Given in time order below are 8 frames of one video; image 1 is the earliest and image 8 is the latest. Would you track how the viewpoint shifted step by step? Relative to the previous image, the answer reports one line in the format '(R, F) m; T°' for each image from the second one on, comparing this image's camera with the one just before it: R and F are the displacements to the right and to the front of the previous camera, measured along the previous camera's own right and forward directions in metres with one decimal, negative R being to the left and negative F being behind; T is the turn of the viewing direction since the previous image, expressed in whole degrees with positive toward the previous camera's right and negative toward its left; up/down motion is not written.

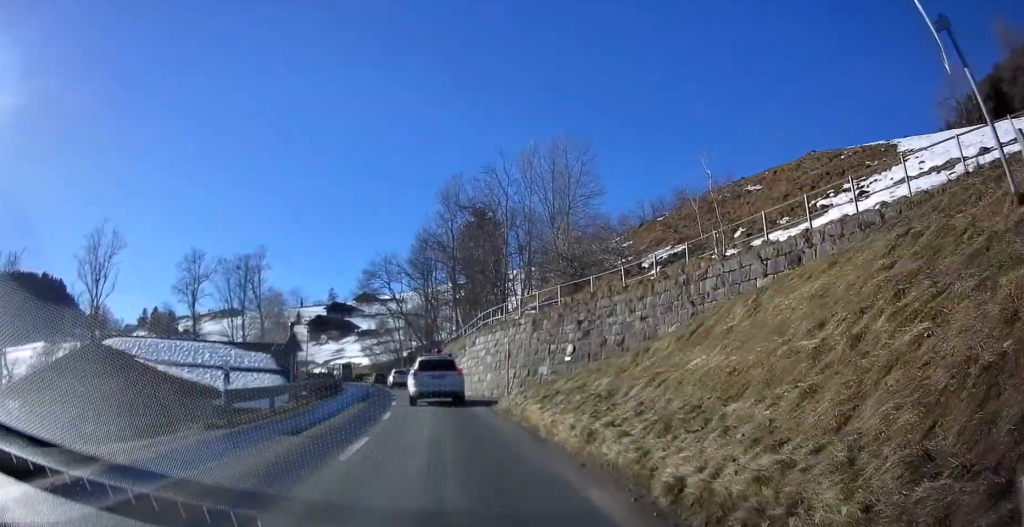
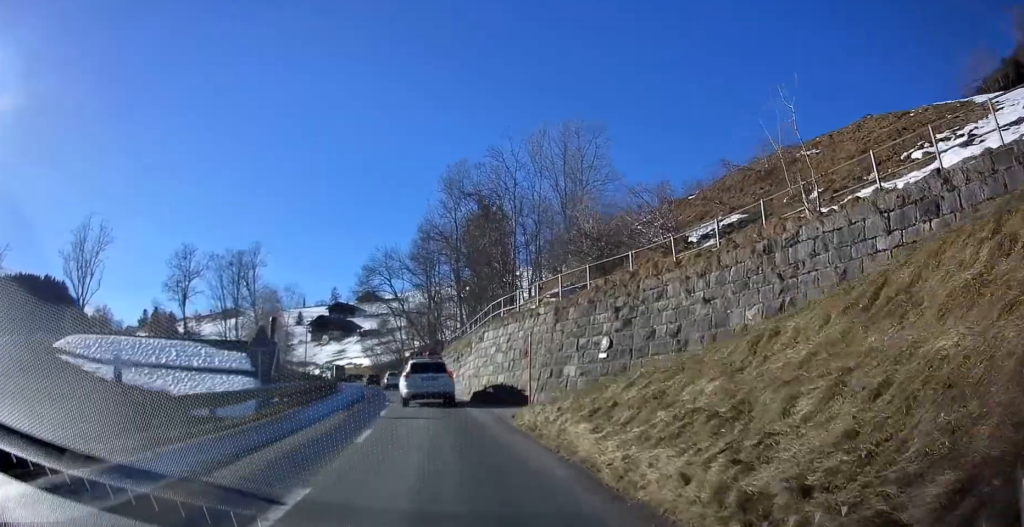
(-0.1, +4.7) m; -2°
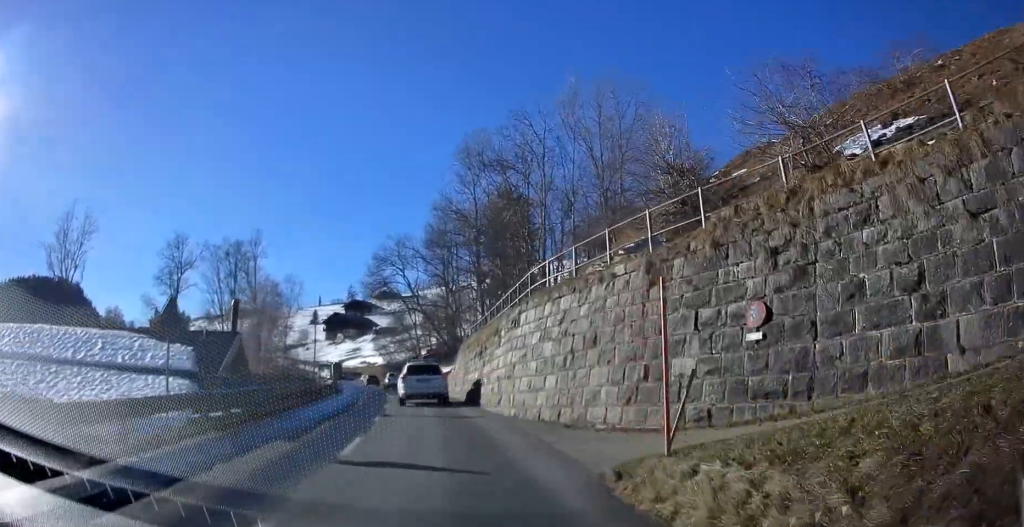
(-0.1, +7.8) m; 0°
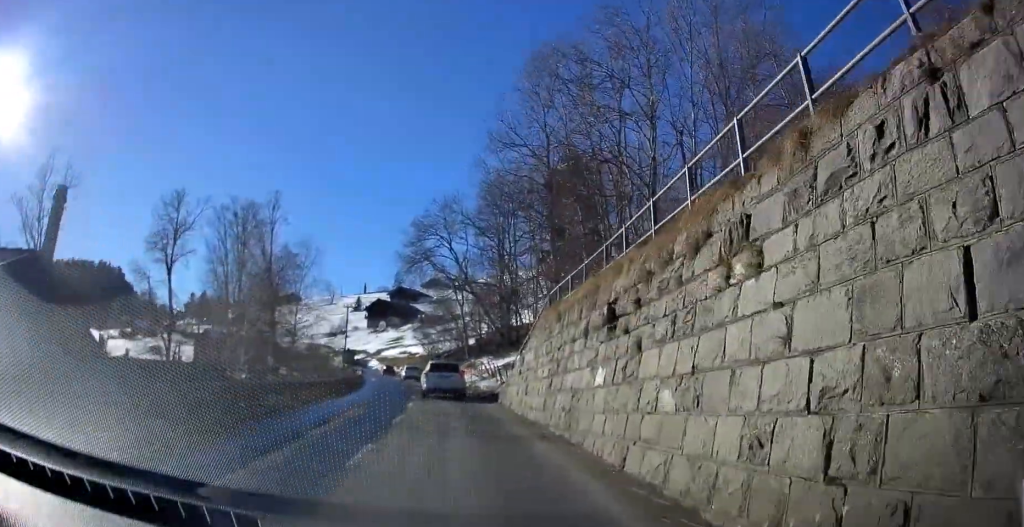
(-0.3, +13.7) m; -3°
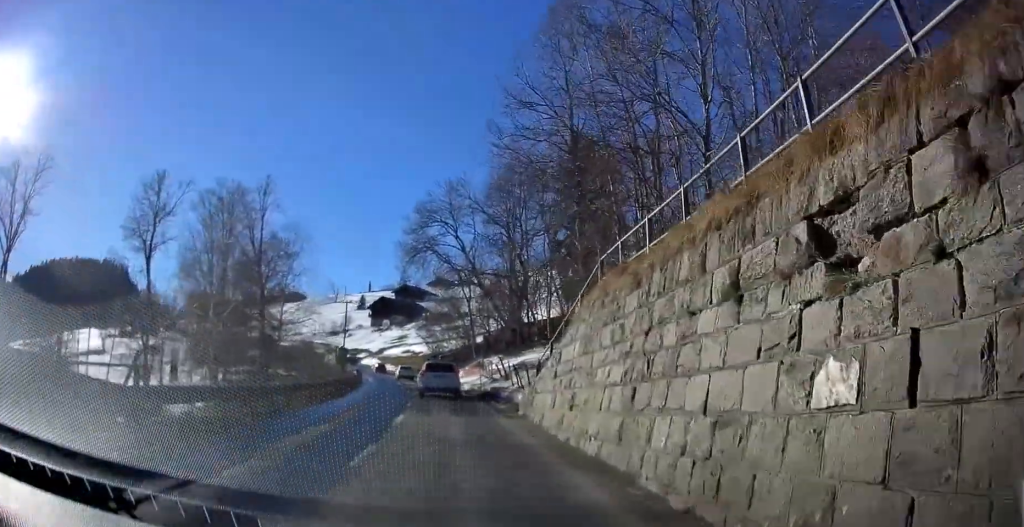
(-0.1, +5.9) m; -2°
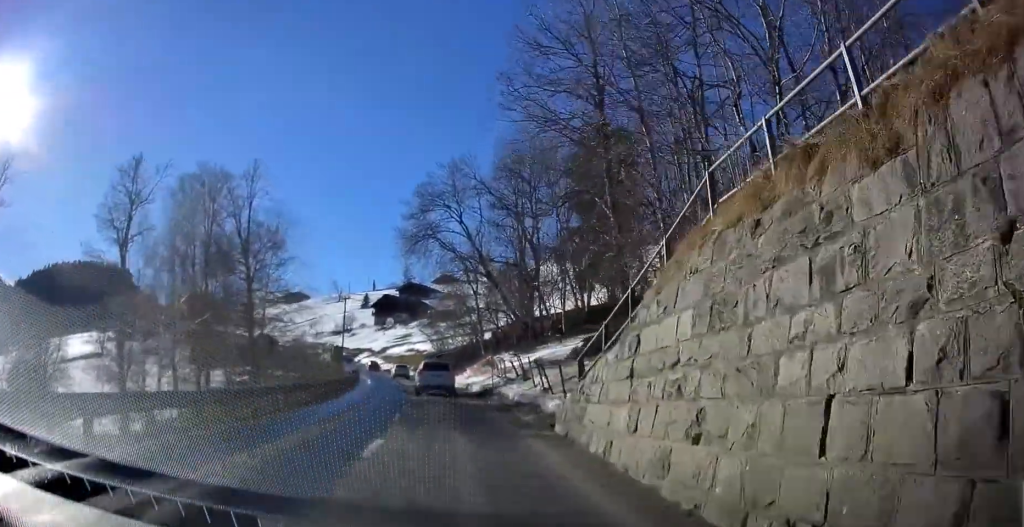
(-0.1, +5.2) m; -1°
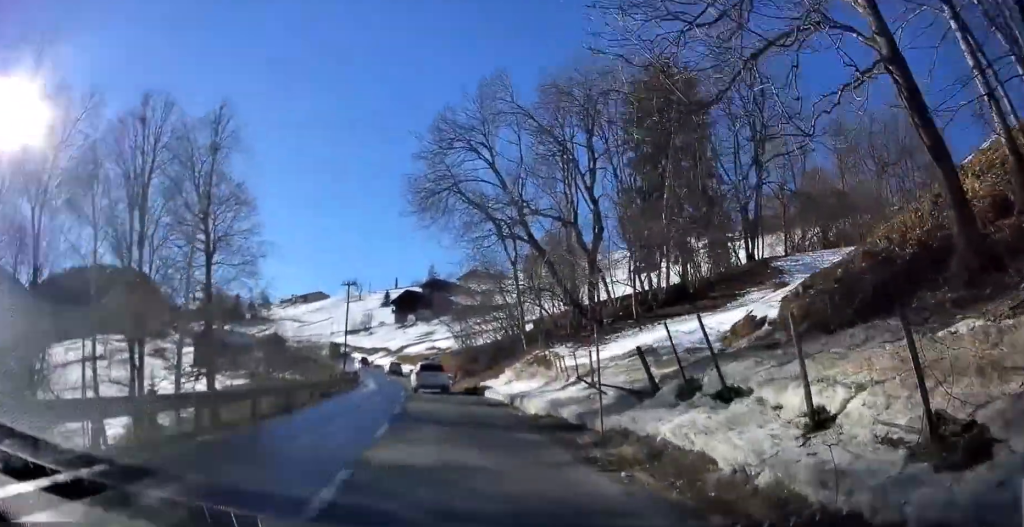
(-0.2, +15.3) m; 0°
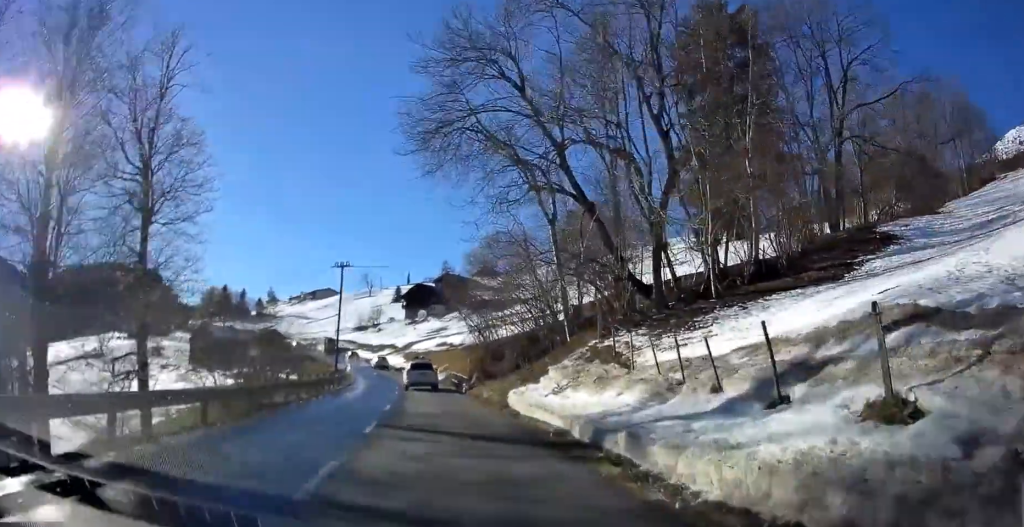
(+0.2, +10.6) m; -1°
